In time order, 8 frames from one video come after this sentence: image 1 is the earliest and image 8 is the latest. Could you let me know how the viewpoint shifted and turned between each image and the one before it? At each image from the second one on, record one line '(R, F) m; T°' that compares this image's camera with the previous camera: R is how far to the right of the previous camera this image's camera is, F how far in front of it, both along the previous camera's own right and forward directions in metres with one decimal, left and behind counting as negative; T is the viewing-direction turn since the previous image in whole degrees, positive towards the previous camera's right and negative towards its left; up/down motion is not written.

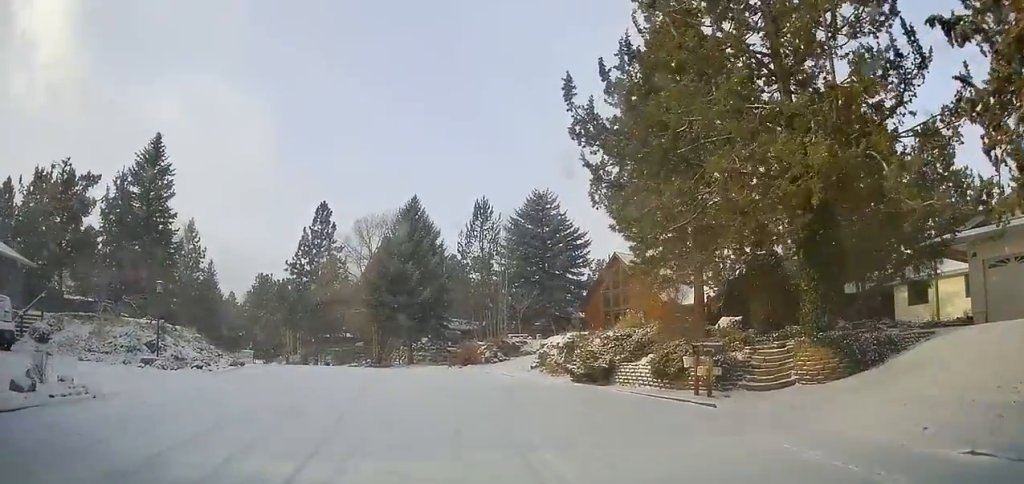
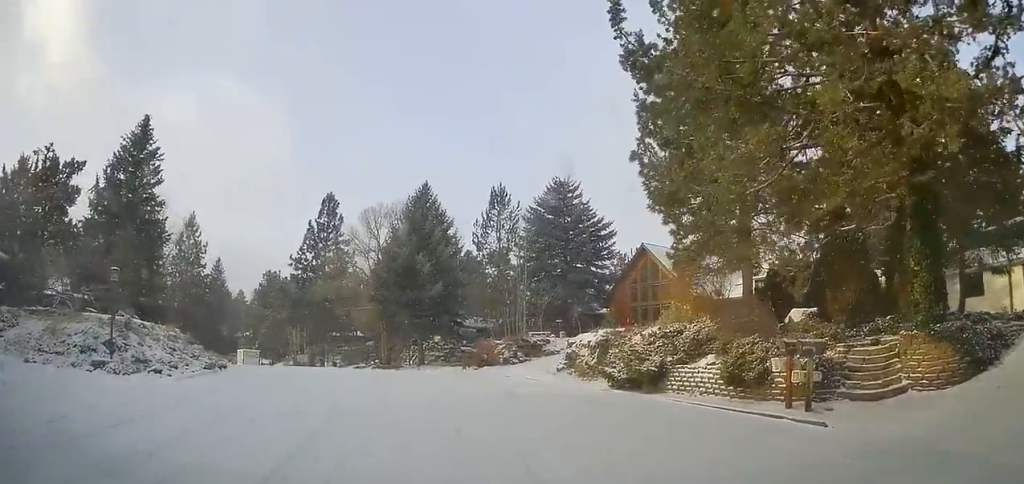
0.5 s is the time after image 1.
(-0.3, +3.5) m; -2°
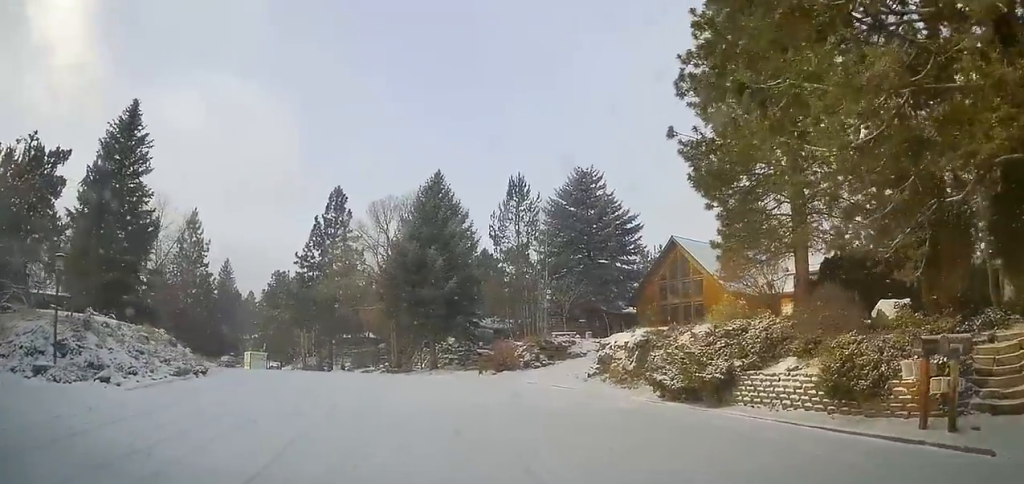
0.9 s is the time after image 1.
(+0.1, +3.2) m; +1°
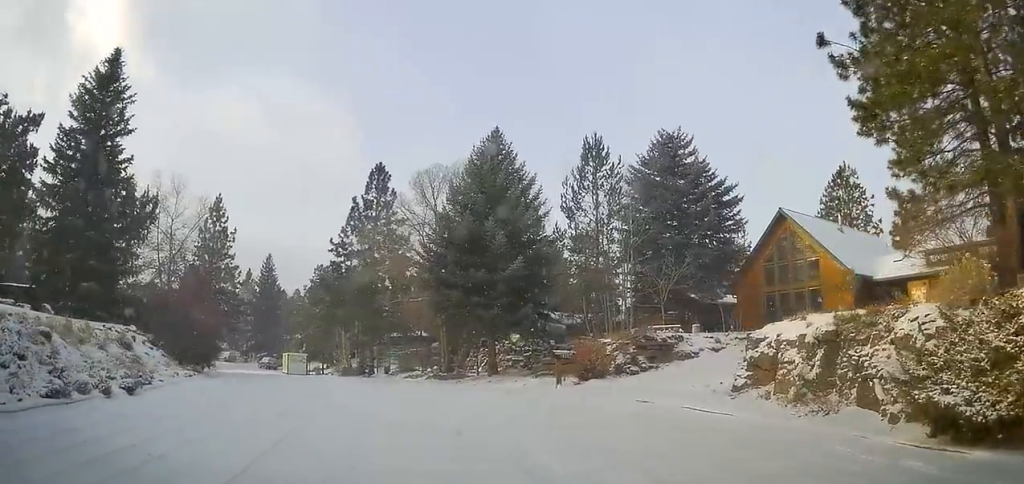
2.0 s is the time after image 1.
(+0.3, +7.7) m; 0°
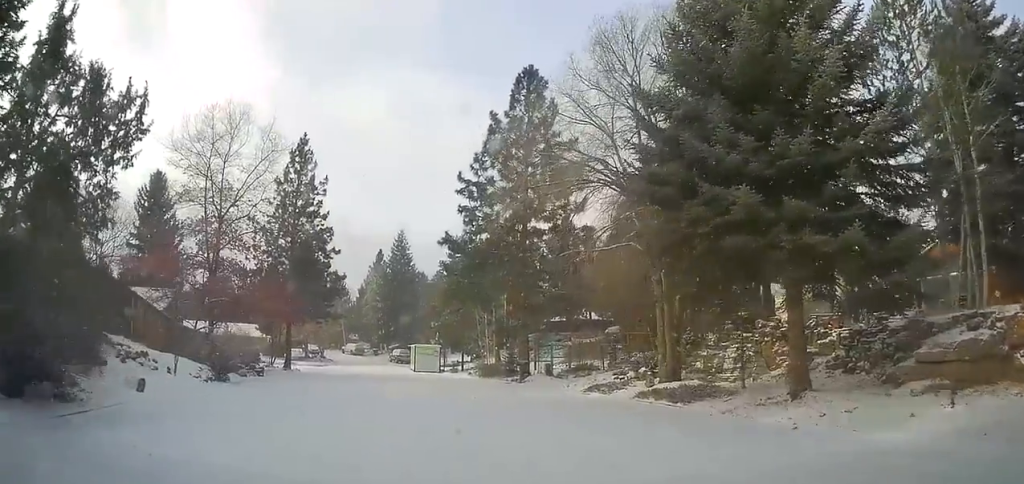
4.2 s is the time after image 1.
(-2.1, +15.9) m; -18°
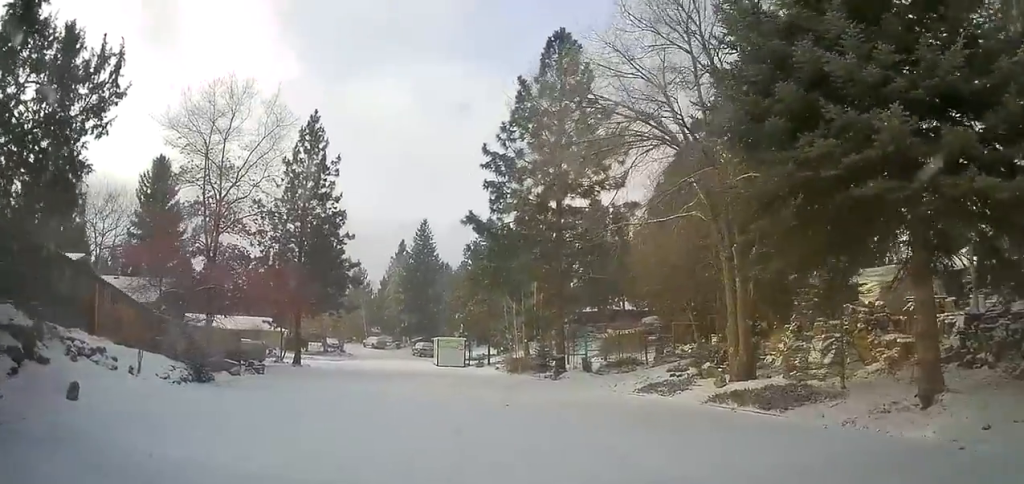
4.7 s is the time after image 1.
(0.0, +3.2) m; -4°
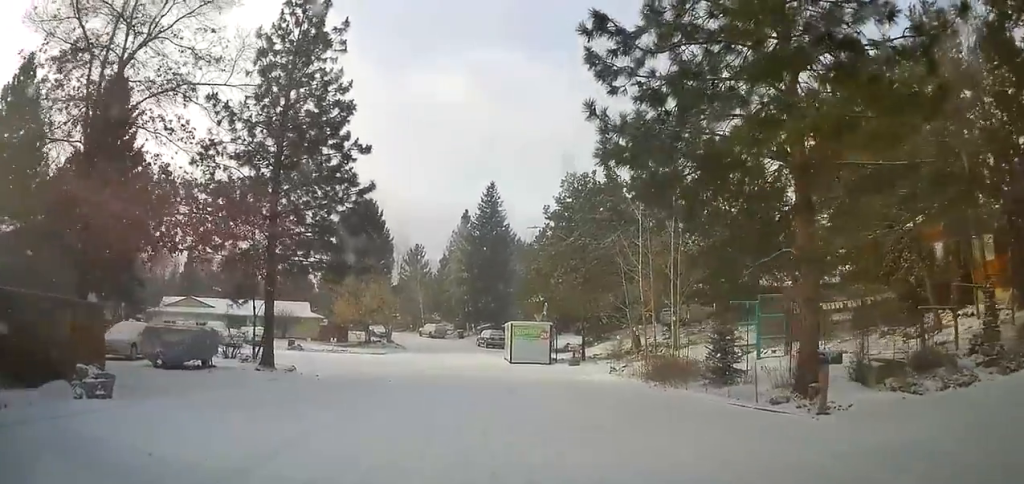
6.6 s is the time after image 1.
(-1.4, +14.2) m; +1°
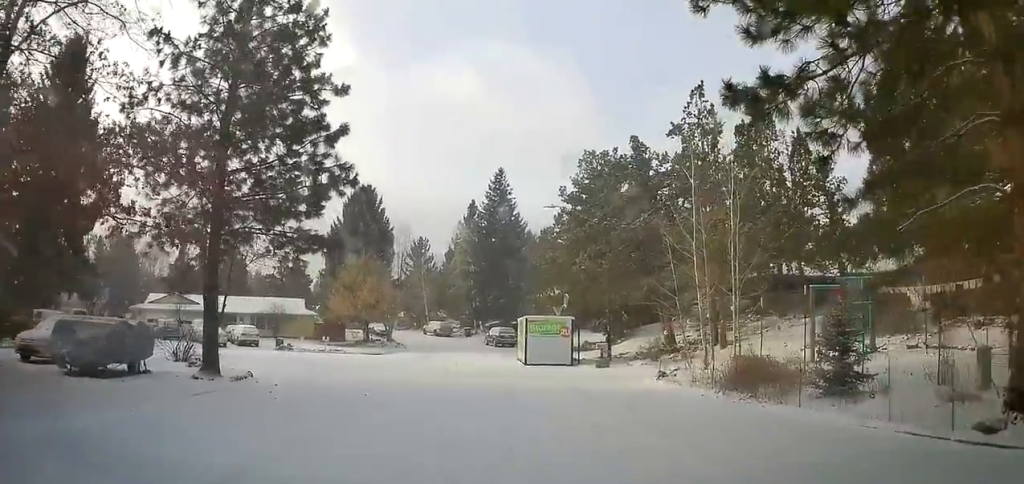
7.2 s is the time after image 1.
(+0.6, +4.8) m; 0°
